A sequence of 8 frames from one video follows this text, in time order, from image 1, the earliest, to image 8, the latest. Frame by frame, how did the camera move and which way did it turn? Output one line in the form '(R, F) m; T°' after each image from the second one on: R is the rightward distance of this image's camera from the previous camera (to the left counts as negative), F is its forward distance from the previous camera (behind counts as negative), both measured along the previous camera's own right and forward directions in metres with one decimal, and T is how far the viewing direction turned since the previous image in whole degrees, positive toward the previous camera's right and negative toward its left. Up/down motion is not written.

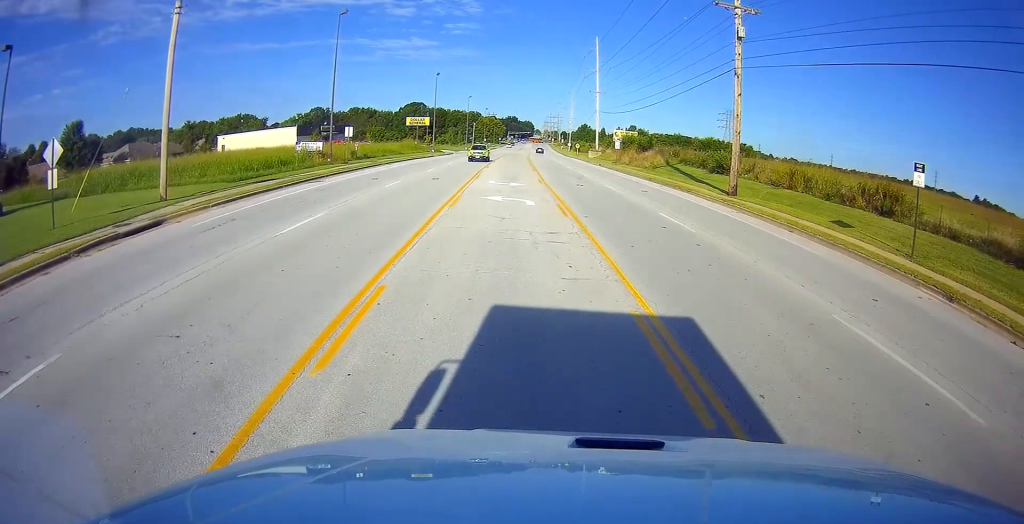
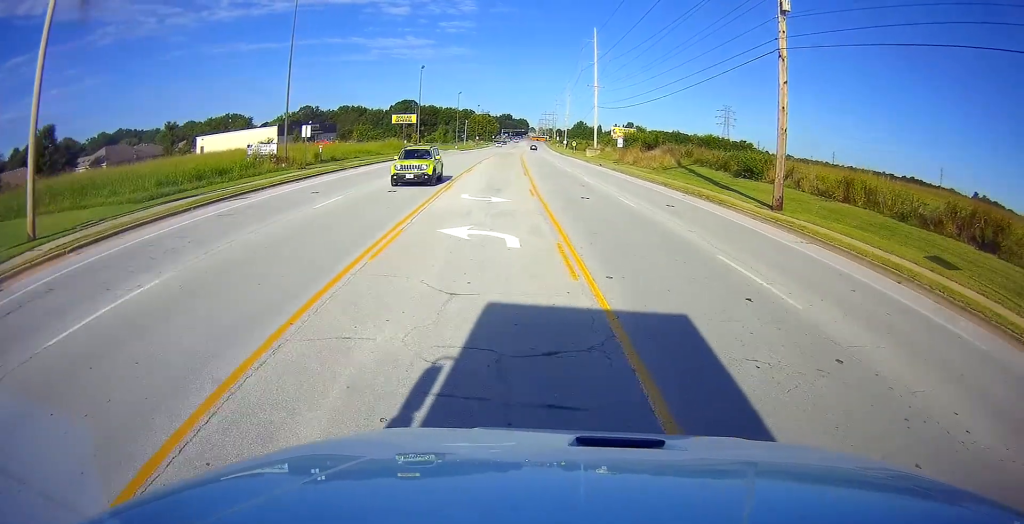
(+0.2, +7.5) m; +3°
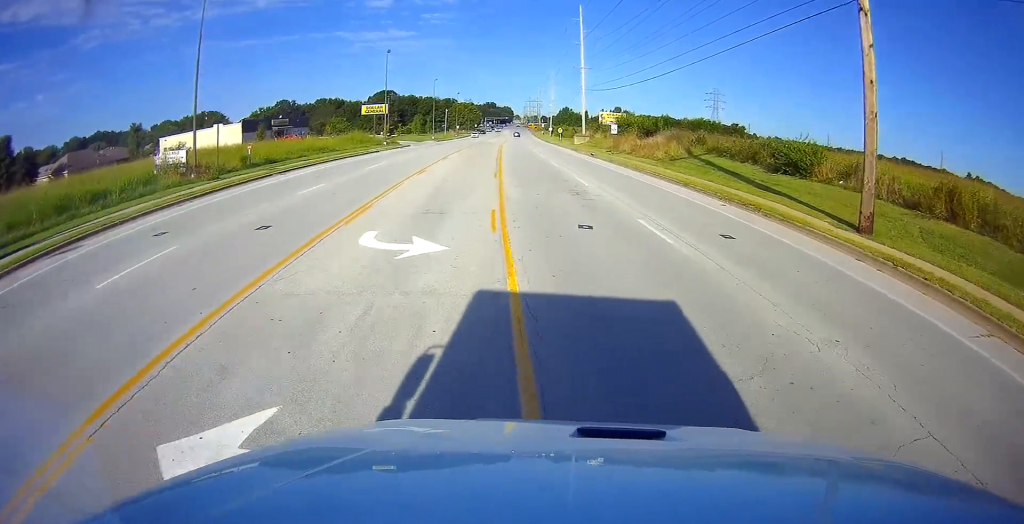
(0.0, +8.7) m; -1°
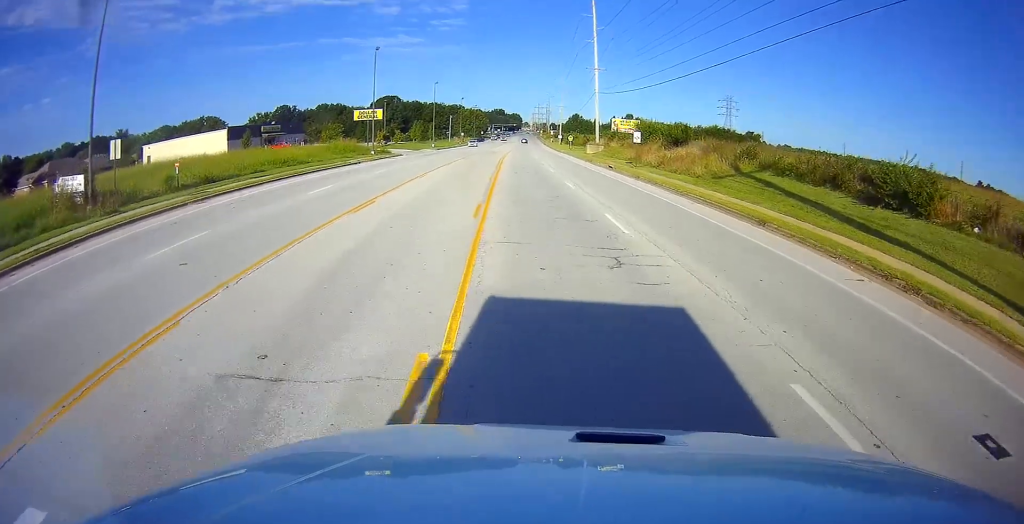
(0.0, +8.7) m; -1°
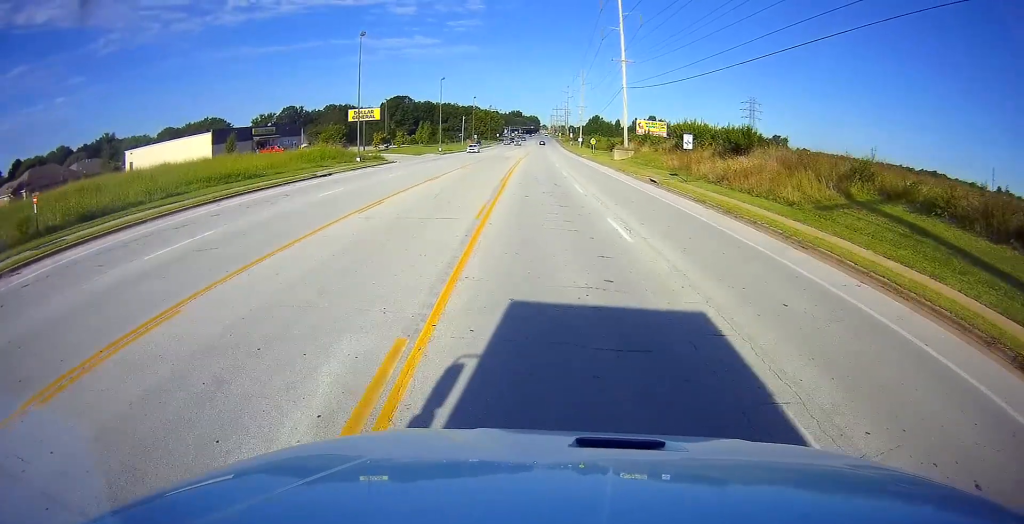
(-0.1, +11.2) m; -1°
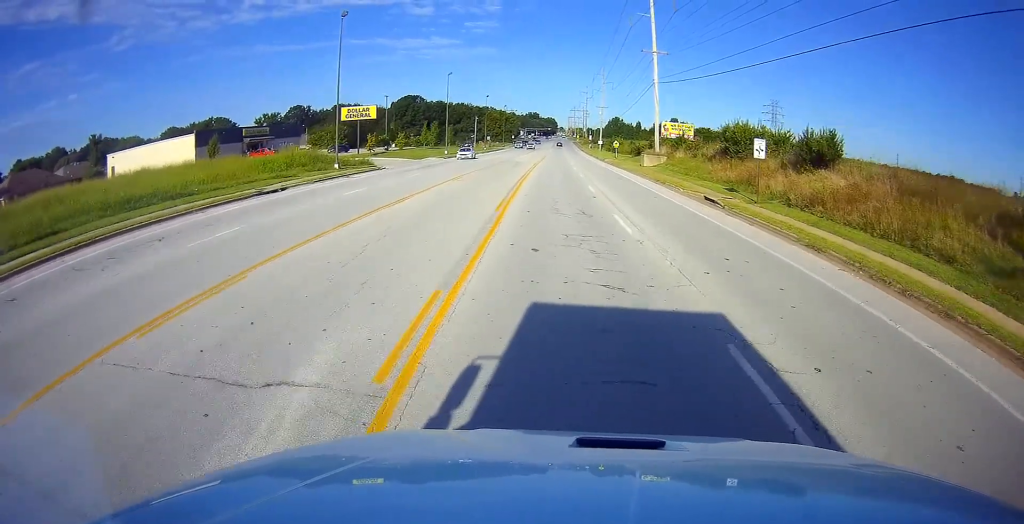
(-0.2, +9.7) m; 0°
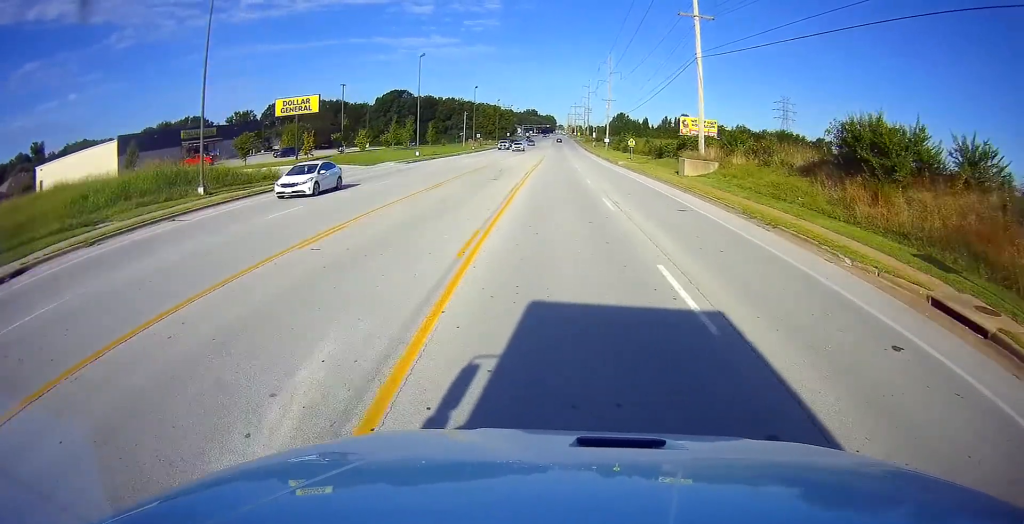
(+0.1, +18.4) m; 0°
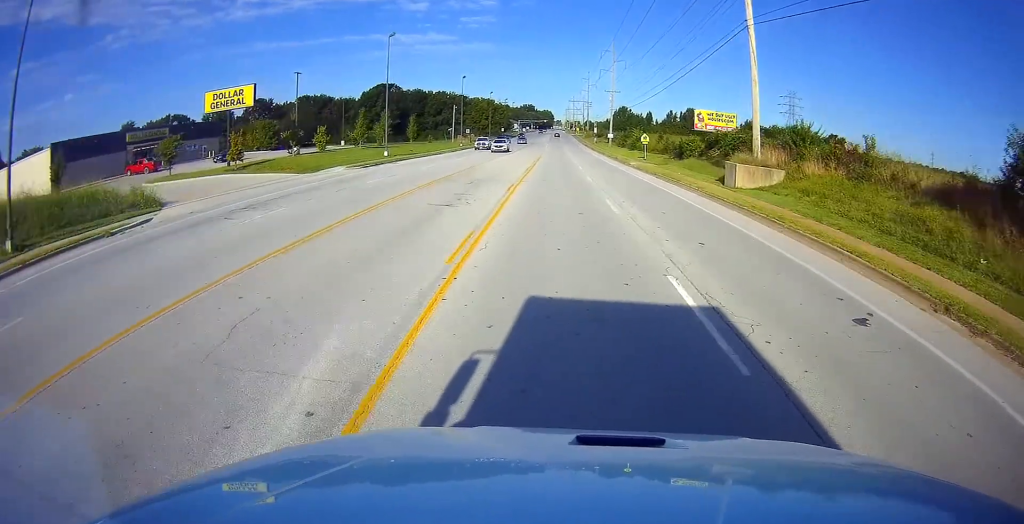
(-0.1, +12.2) m; 0°
